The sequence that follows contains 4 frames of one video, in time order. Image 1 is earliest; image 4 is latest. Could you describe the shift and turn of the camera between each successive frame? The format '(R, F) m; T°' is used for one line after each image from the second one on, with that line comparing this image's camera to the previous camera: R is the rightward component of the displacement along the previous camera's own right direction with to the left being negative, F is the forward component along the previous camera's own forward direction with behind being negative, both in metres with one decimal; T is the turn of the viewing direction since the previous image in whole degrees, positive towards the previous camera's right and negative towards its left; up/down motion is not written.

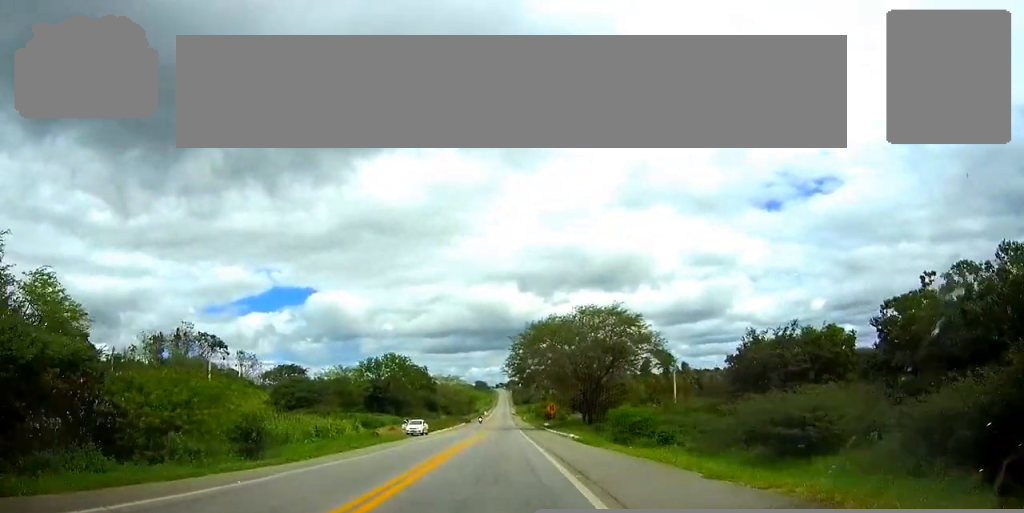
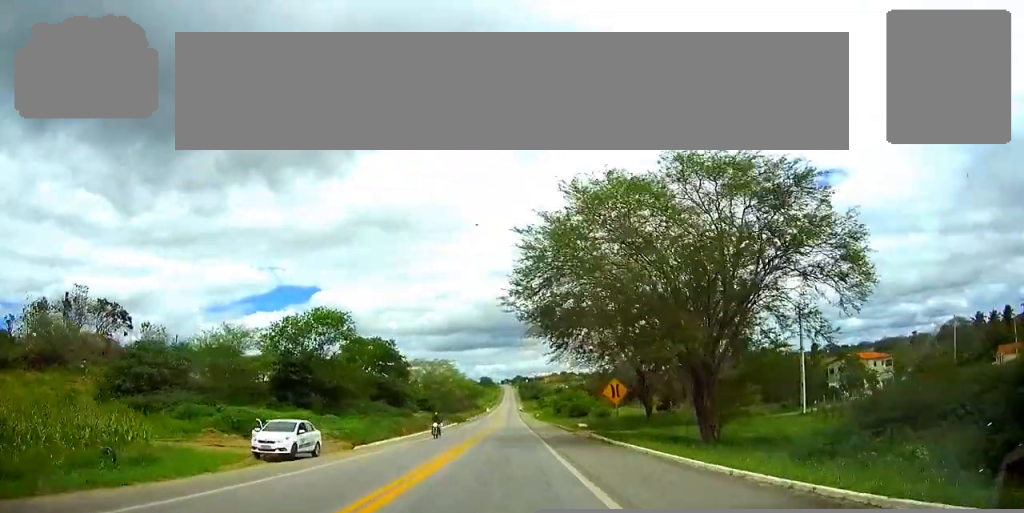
(0.0, +41.0) m; 0°
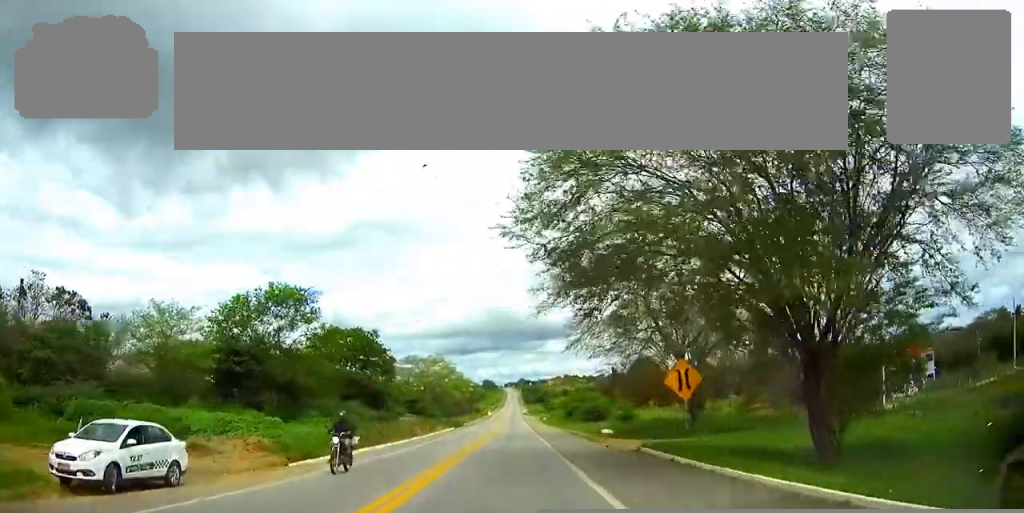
(0.0, +12.6) m; 0°
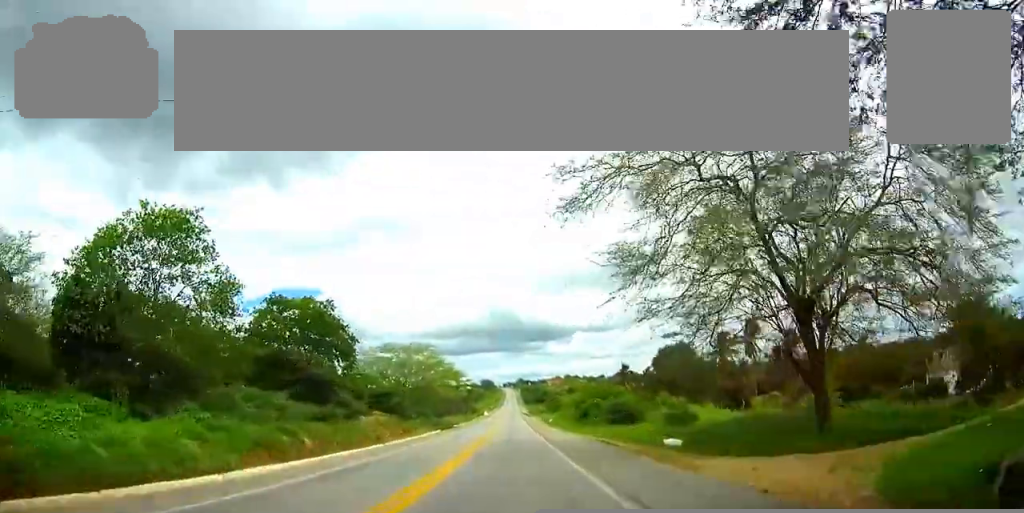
(-0.2, +18.3) m; 0°
